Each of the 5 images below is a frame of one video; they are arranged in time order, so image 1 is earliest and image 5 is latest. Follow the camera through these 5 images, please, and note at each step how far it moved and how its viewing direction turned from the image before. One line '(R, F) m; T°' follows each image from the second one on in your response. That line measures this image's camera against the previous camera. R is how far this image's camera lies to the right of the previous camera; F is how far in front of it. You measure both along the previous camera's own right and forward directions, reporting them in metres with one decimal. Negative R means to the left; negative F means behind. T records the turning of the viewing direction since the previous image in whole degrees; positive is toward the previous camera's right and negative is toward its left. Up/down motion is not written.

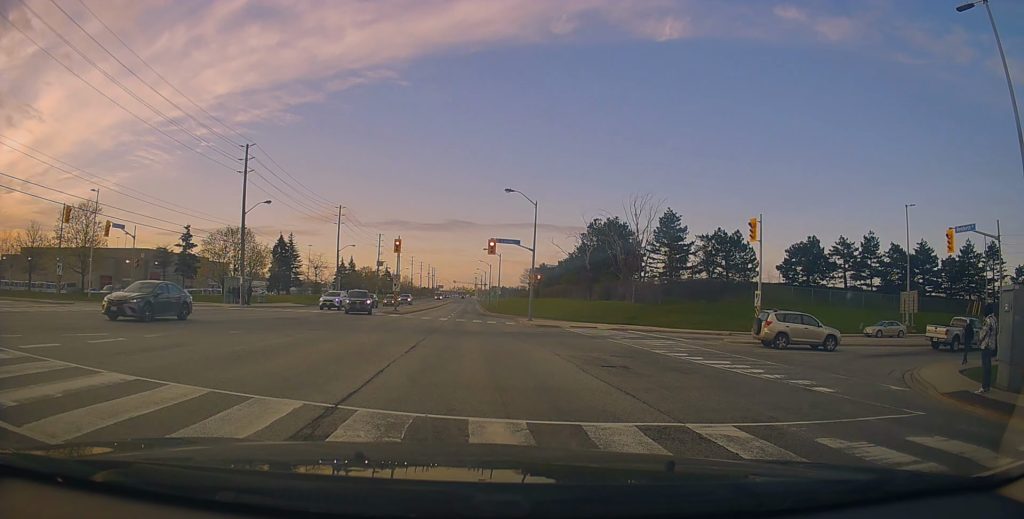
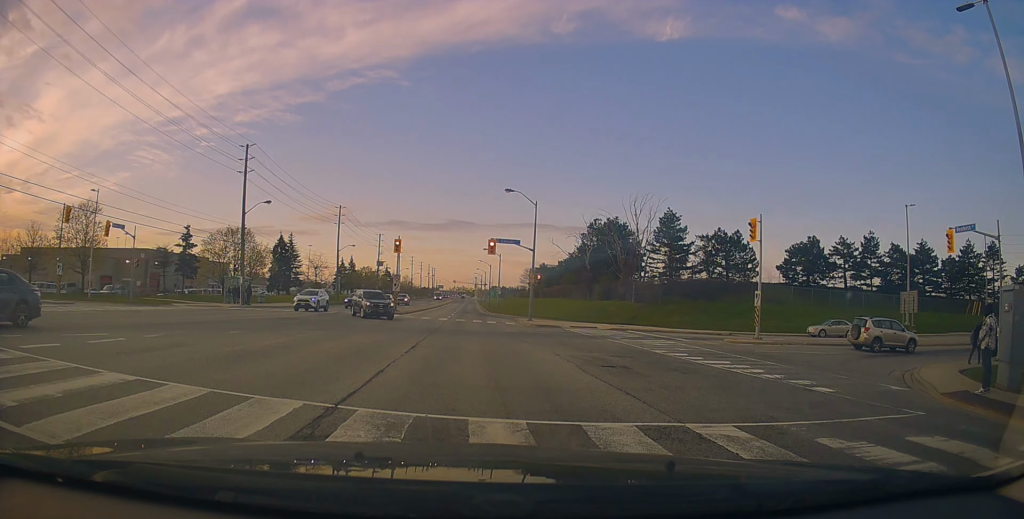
(0.0, 0.0) m; 0°
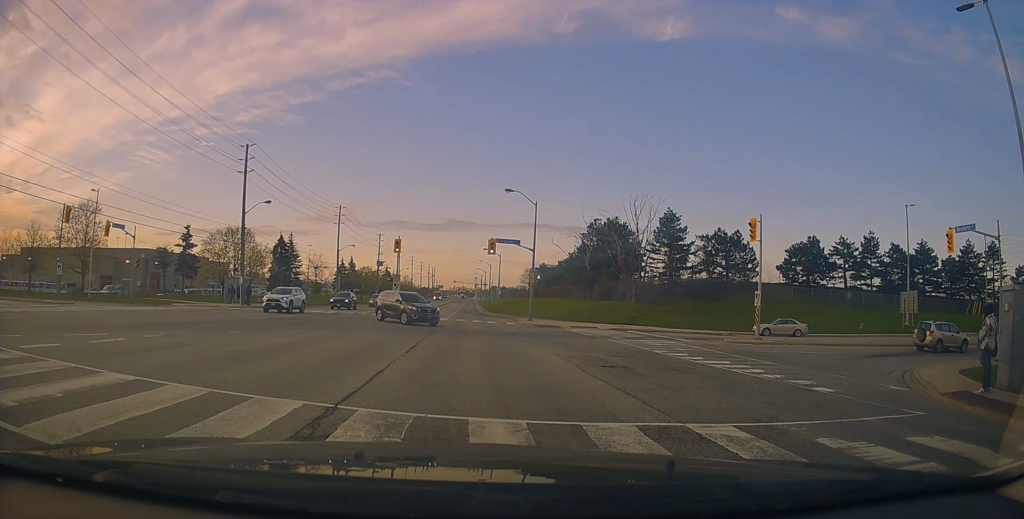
(0.0, 0.0) m; 0°
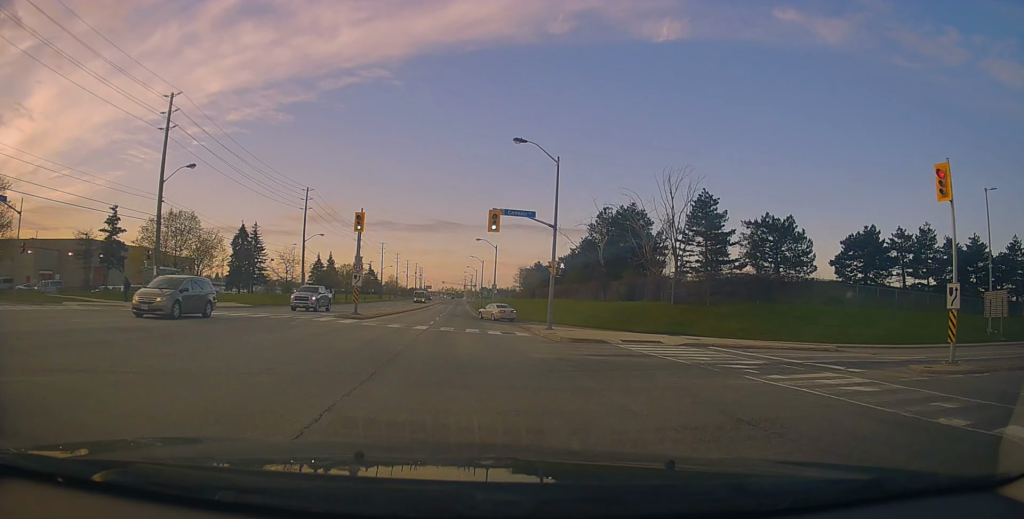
(+0.2, +9.9) m; +2°
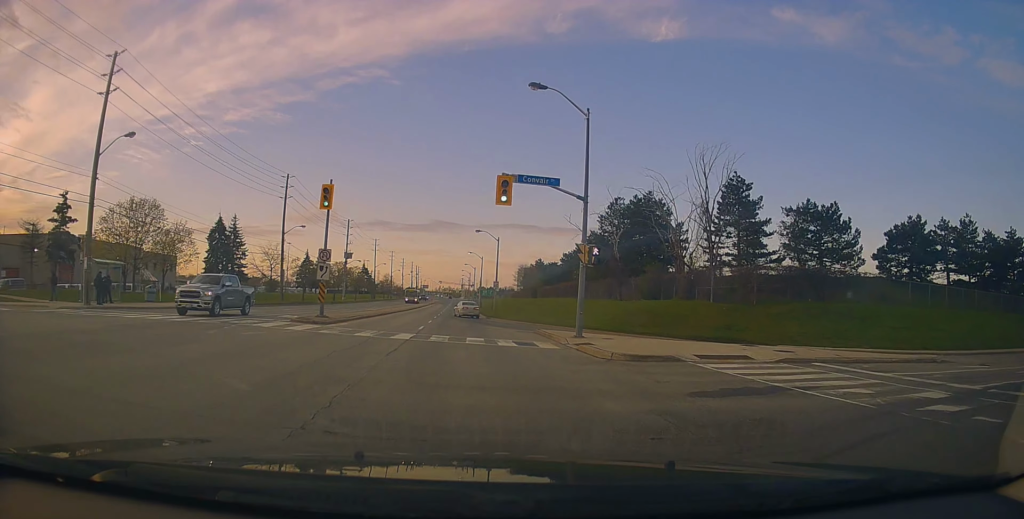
(+0.1, +6.8) m; +1°
